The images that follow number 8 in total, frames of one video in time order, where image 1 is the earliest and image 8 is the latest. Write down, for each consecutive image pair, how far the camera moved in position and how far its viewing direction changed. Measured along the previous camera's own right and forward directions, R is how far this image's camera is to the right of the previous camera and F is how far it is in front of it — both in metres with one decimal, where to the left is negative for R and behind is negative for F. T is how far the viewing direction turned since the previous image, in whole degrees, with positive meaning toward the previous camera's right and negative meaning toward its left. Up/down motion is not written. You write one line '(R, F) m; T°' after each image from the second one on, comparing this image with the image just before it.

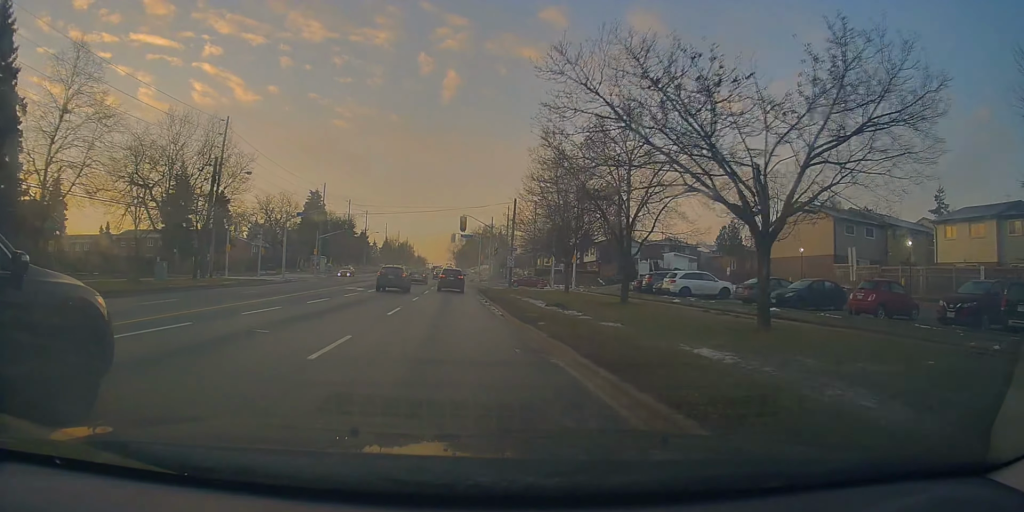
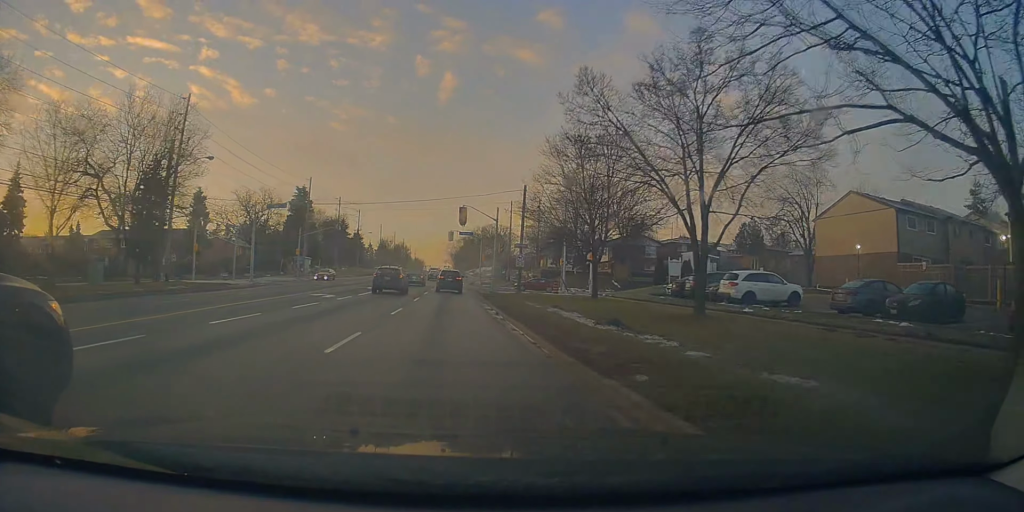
(0.0, +8.1) m; +1°
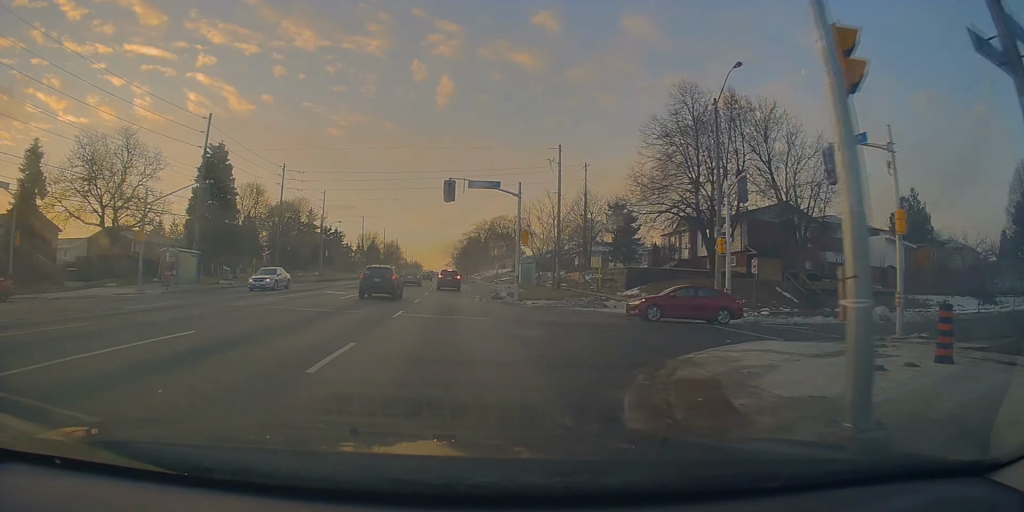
(+0.2, +37.8) m; +1°
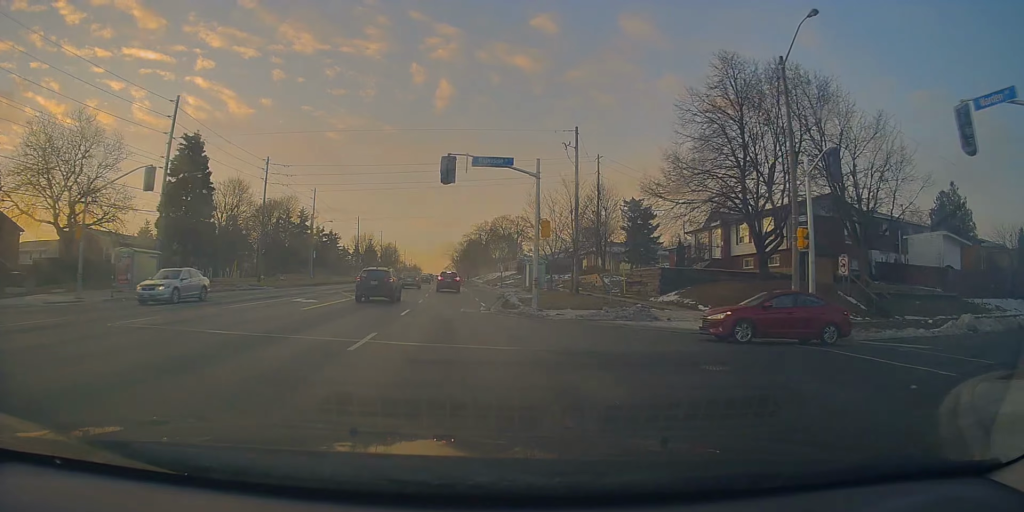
(+0.2, +6.6) m; -1°
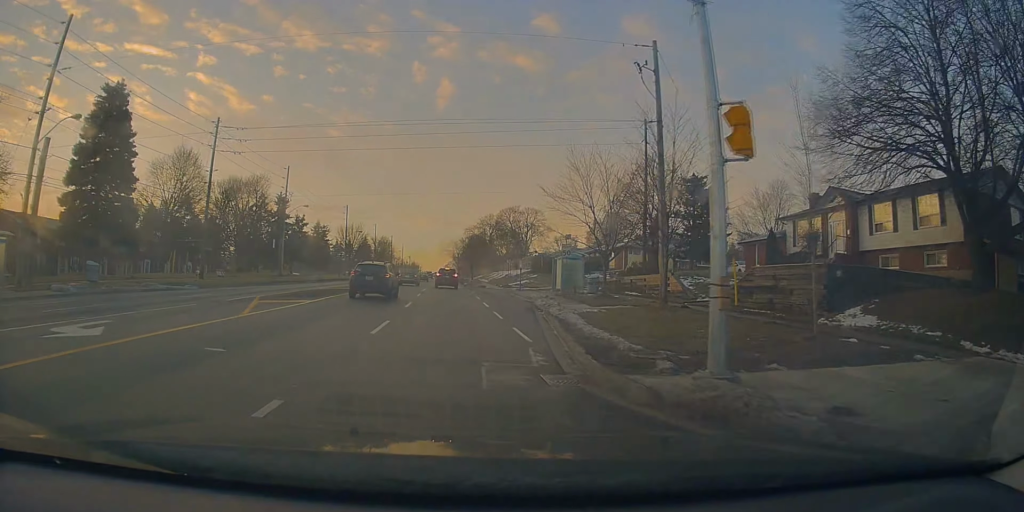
(-0.2, +15.9) m; -1°
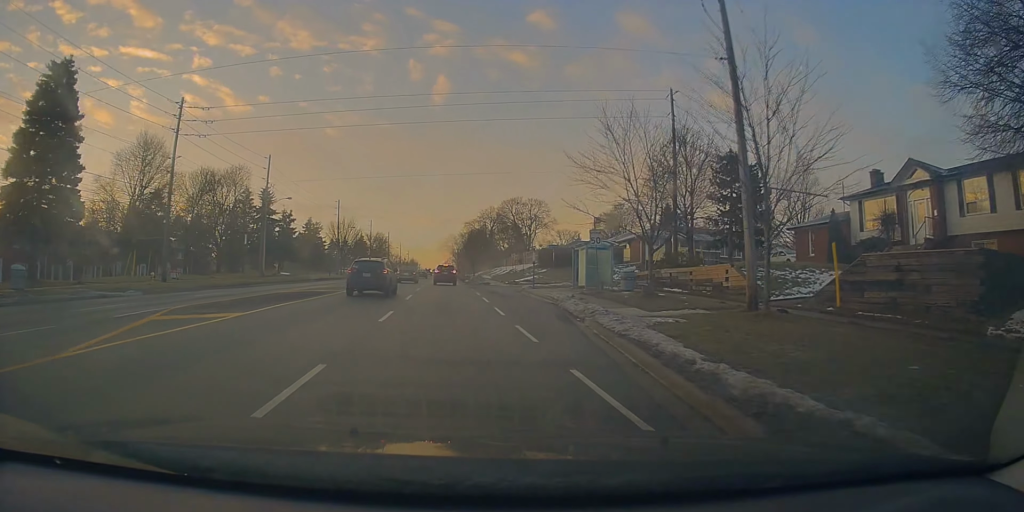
(-0.3, +7.1) m; 0°
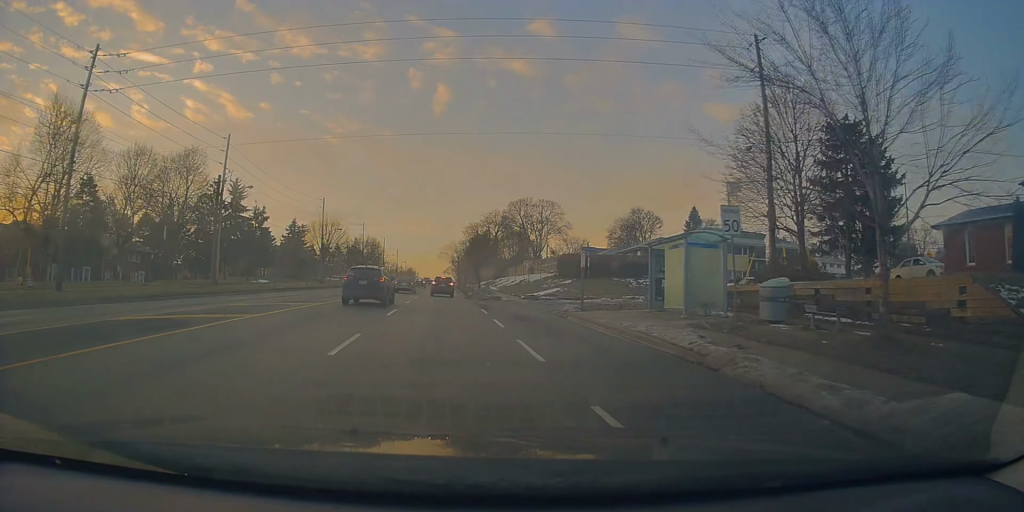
(+0.5, +13.6) m; +1°
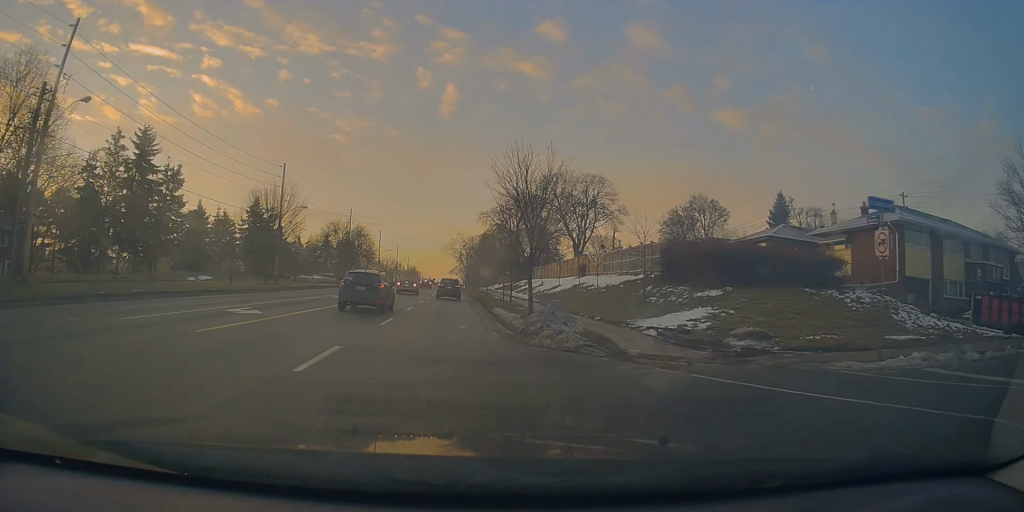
(-0.9, +27.9) m; -3°
